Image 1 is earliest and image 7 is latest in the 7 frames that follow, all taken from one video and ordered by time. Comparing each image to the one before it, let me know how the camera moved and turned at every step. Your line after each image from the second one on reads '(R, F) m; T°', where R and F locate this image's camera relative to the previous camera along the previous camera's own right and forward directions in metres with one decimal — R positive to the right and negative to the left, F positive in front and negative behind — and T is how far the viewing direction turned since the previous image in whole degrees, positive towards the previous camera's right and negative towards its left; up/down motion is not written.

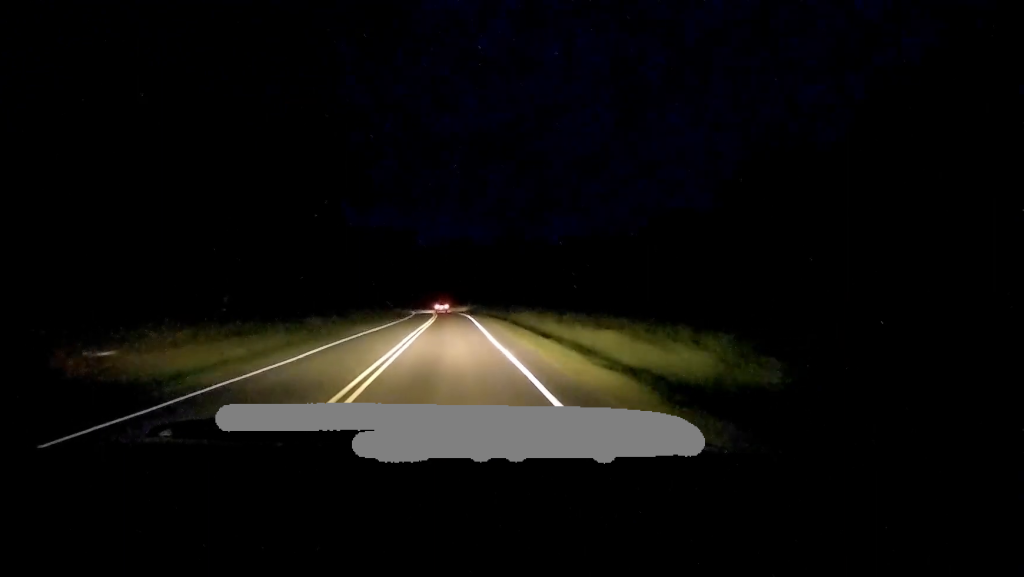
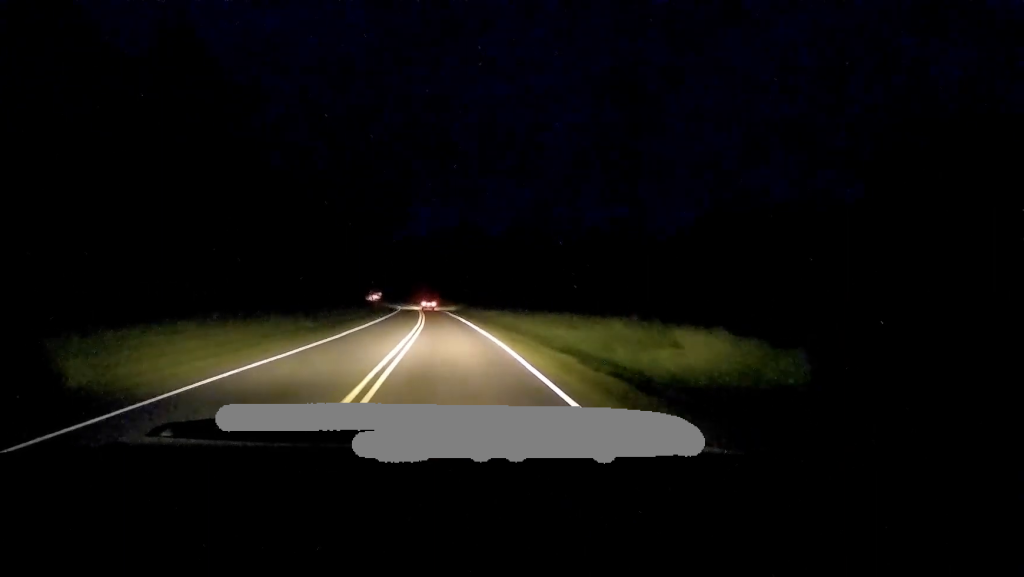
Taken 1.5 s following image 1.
(+0.8, +39.1) m; +1°
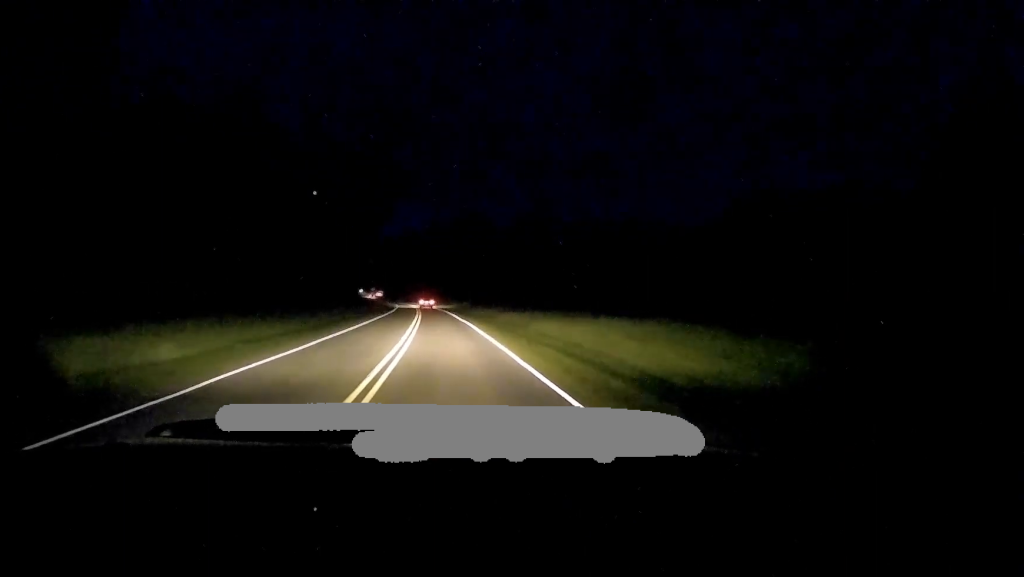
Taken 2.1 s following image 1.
(-0.4, +16.0) m; -1°
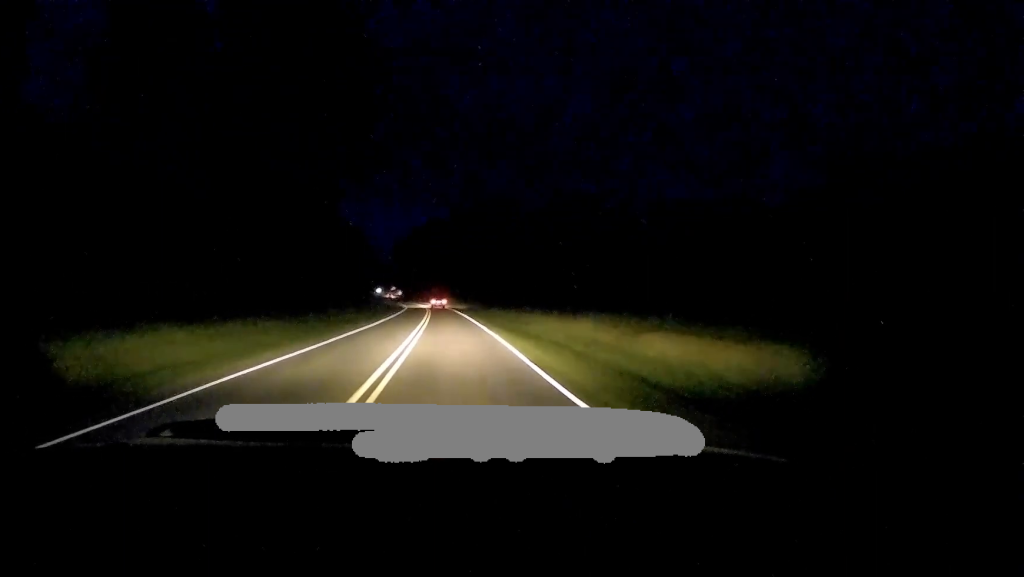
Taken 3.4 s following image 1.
(-0.4, +34.6) m; -1°
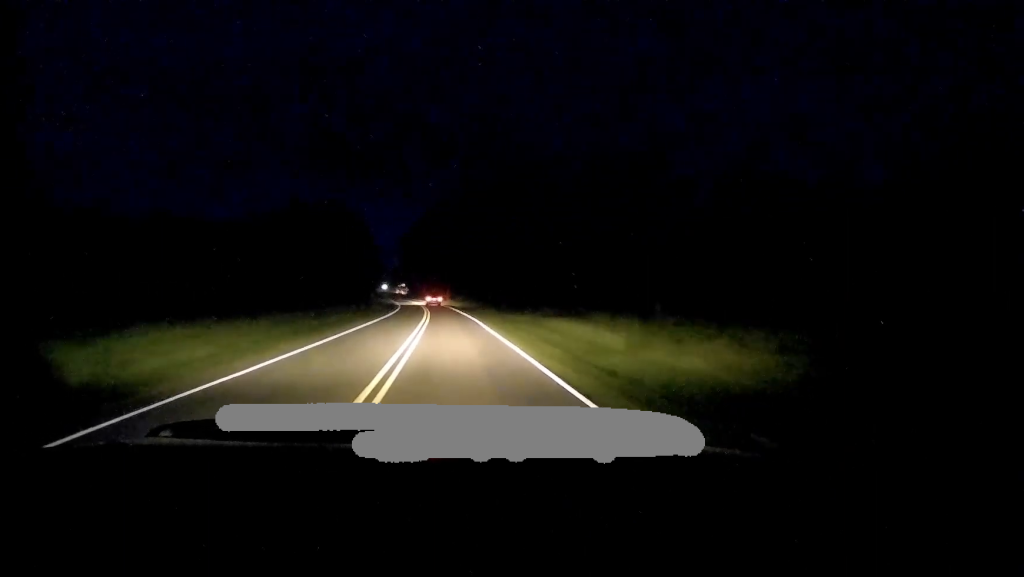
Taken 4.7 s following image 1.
(-0.3, +35.5) m; -2°
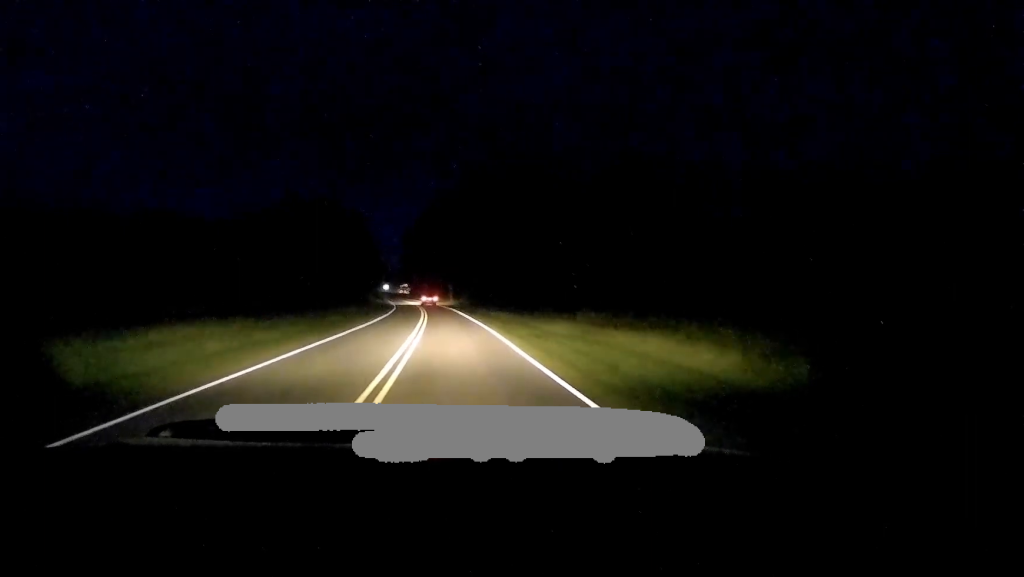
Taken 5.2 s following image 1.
(-0.4, +13.2) m; 0°
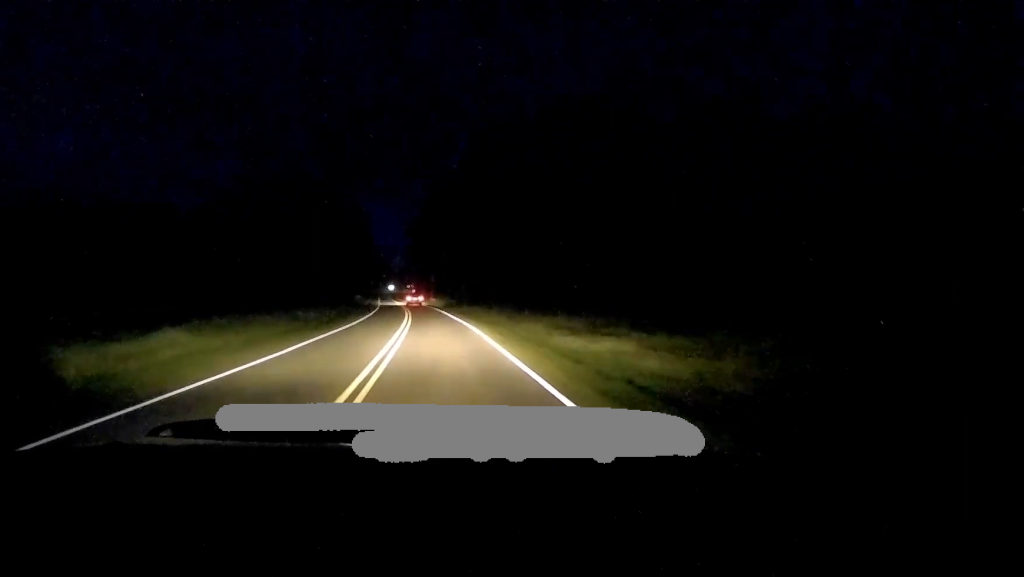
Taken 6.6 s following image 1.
(+0.5, +35.7) m; 0°
